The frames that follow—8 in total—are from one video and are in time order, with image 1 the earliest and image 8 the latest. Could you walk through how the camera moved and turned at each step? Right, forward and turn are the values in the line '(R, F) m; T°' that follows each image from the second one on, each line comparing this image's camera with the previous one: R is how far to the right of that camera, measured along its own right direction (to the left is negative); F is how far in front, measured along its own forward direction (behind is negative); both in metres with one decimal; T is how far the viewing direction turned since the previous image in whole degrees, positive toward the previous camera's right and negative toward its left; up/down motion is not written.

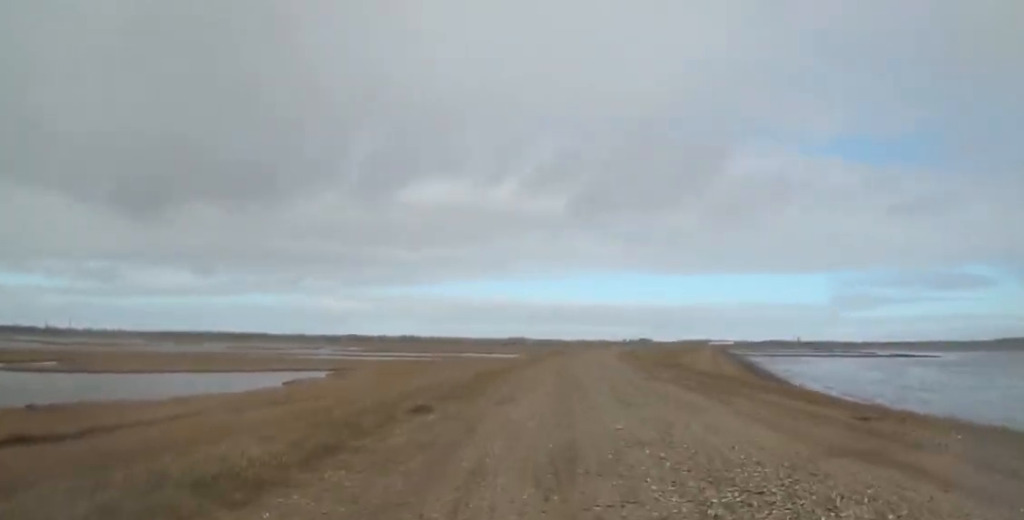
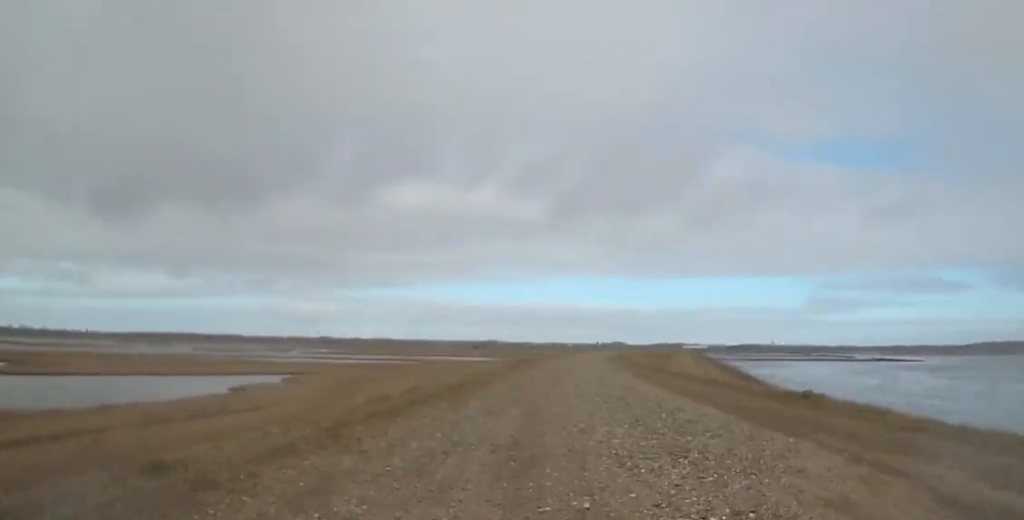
(-0.2, +10.5) m; +1°
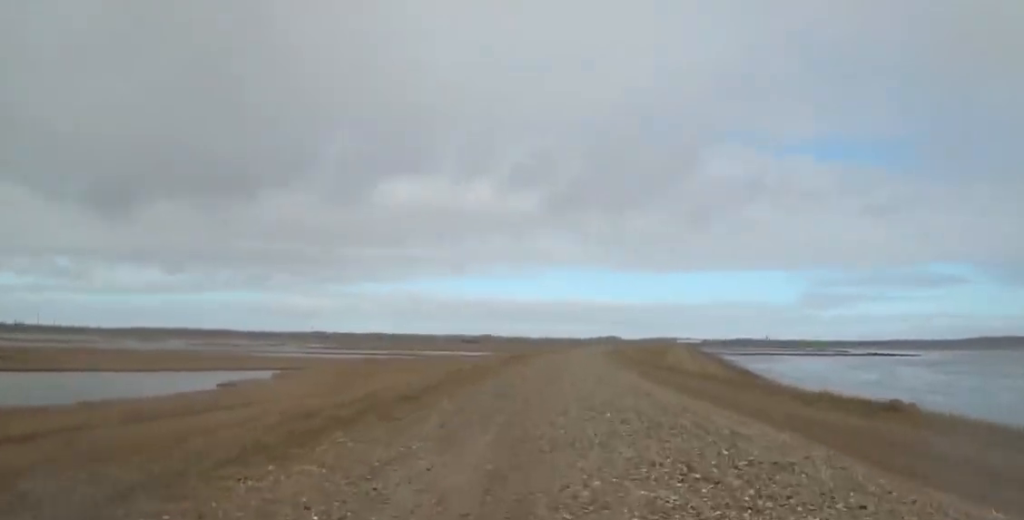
(+0.1, +2.4) m; +2°
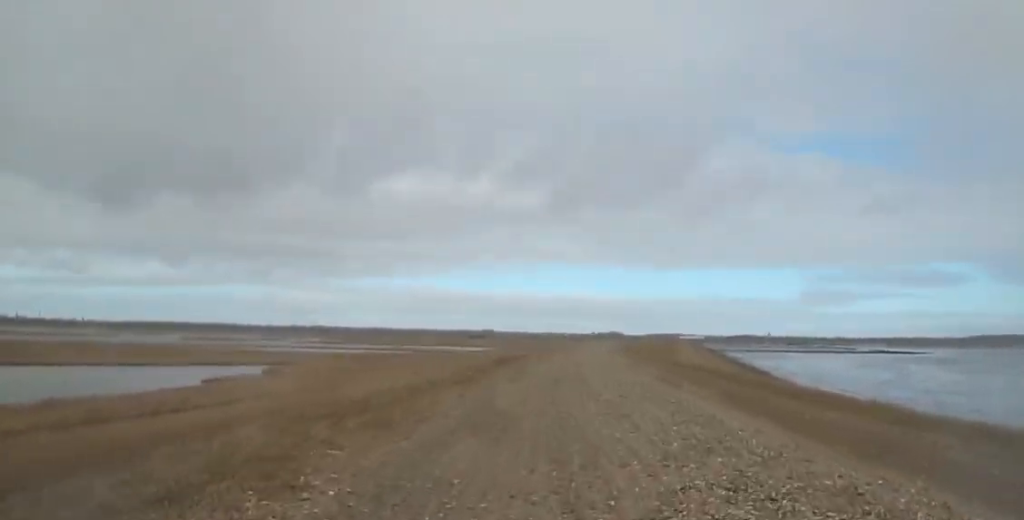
(+0.5, +6.0) m; +2°
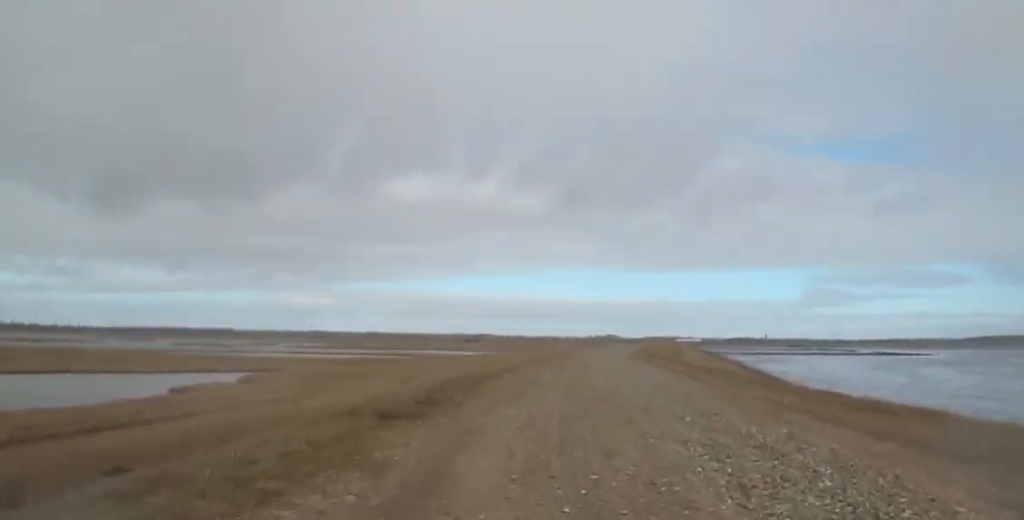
(-0.8, +8.3) m; -5°
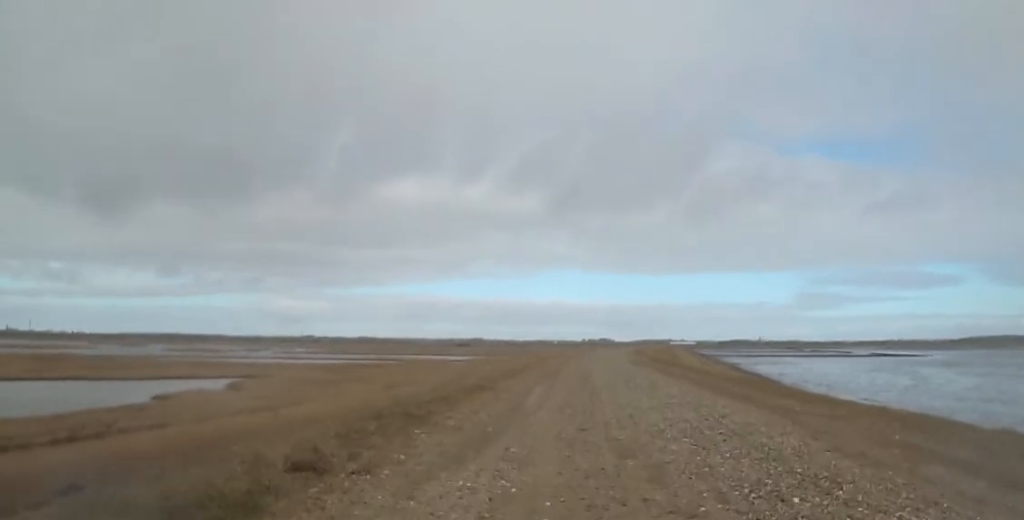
(+0.2, +2.4) m; +3°
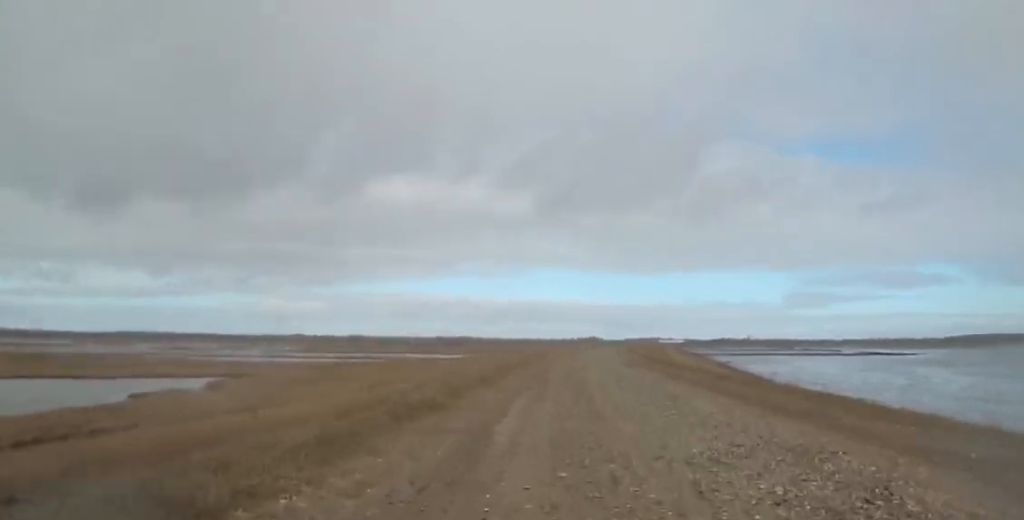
(+0.1, +2.9) m; +4°
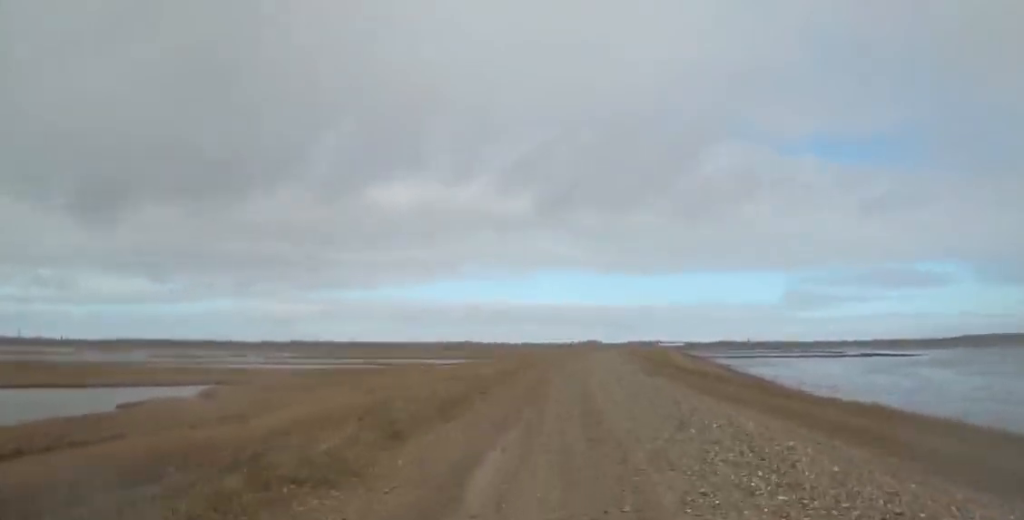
(0.0, +2.5) m; 0°
